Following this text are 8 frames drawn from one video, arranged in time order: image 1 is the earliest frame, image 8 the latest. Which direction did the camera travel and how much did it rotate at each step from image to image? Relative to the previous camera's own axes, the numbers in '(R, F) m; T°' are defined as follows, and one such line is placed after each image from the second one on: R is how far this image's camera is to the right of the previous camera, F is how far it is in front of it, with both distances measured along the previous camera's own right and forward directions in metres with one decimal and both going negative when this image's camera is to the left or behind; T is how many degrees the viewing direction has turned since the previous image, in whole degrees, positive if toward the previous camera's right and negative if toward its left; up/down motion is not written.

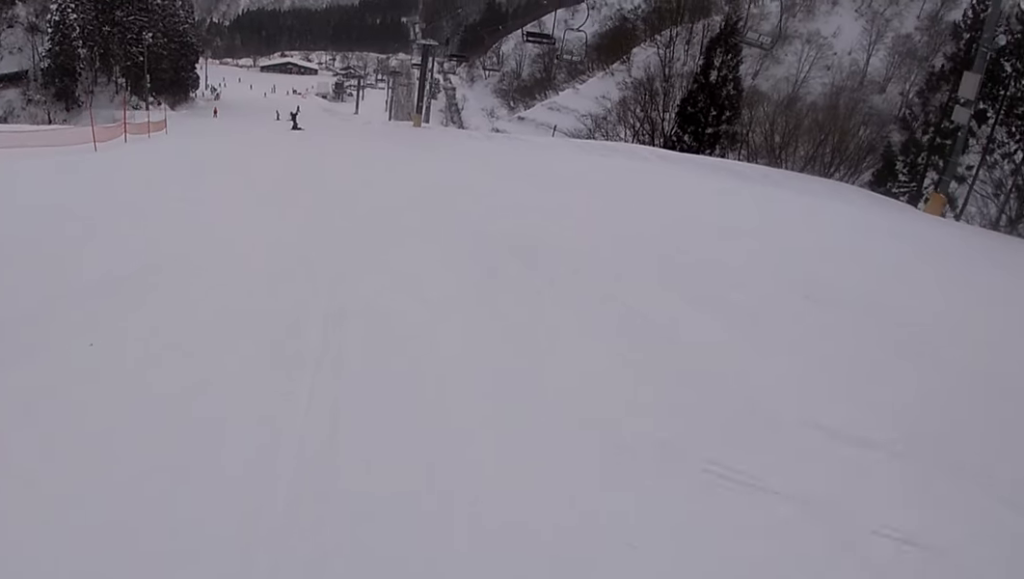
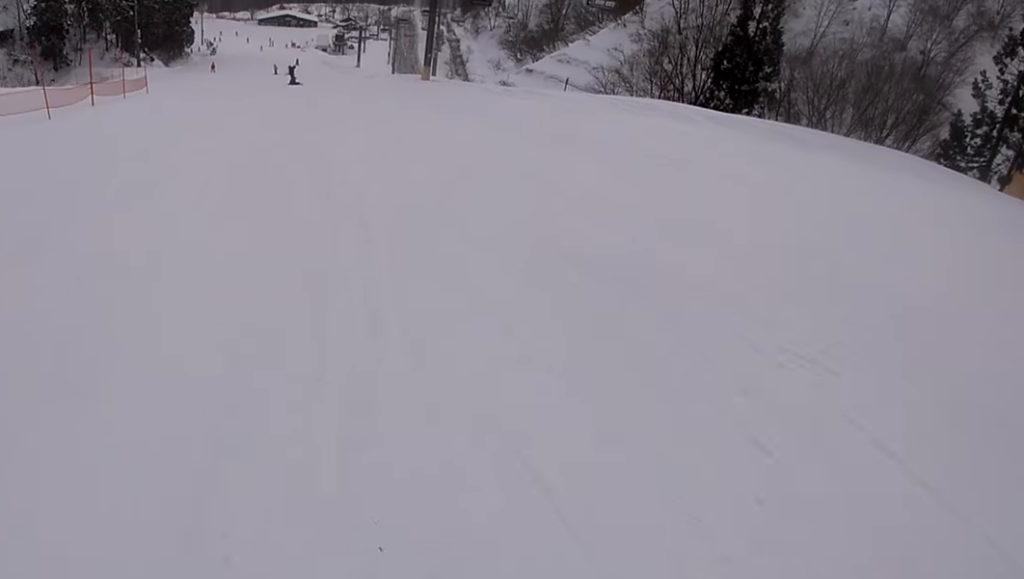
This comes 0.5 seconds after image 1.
(-0.3, +3.8) m; +4°
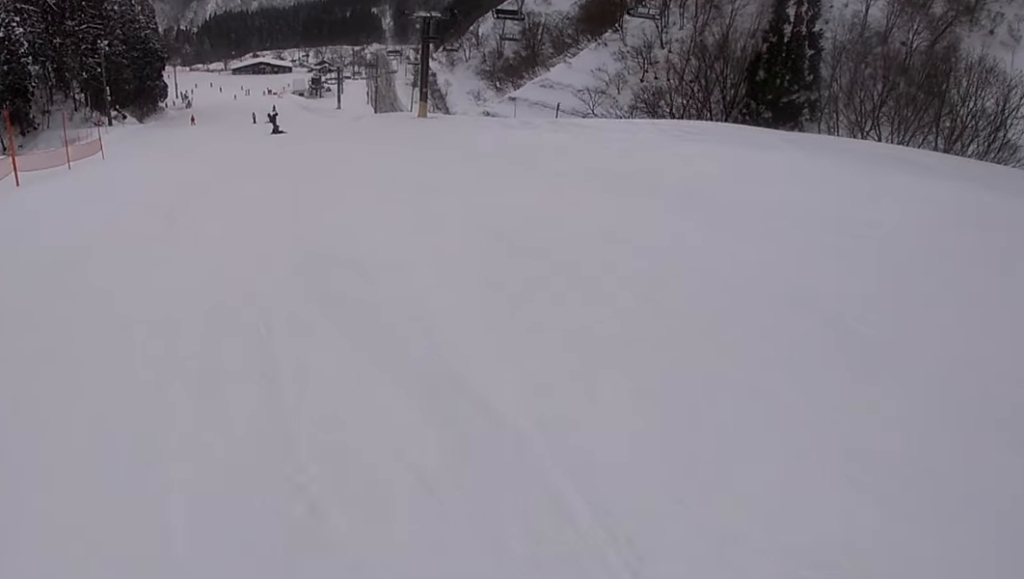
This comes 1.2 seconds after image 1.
(+0.3, +6.2) m; +3°
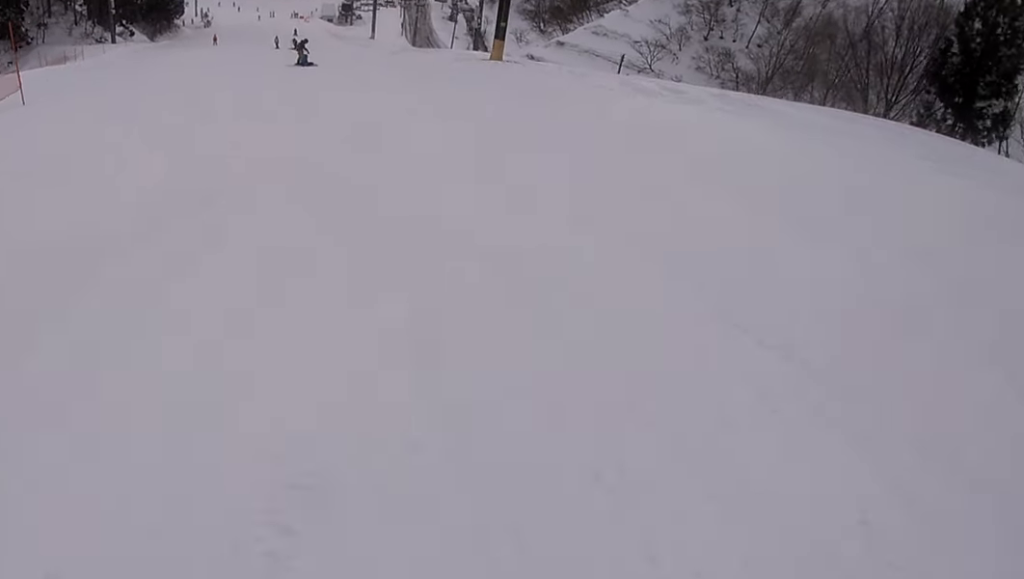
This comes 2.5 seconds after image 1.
(+0.1, +10.3) m; -4°
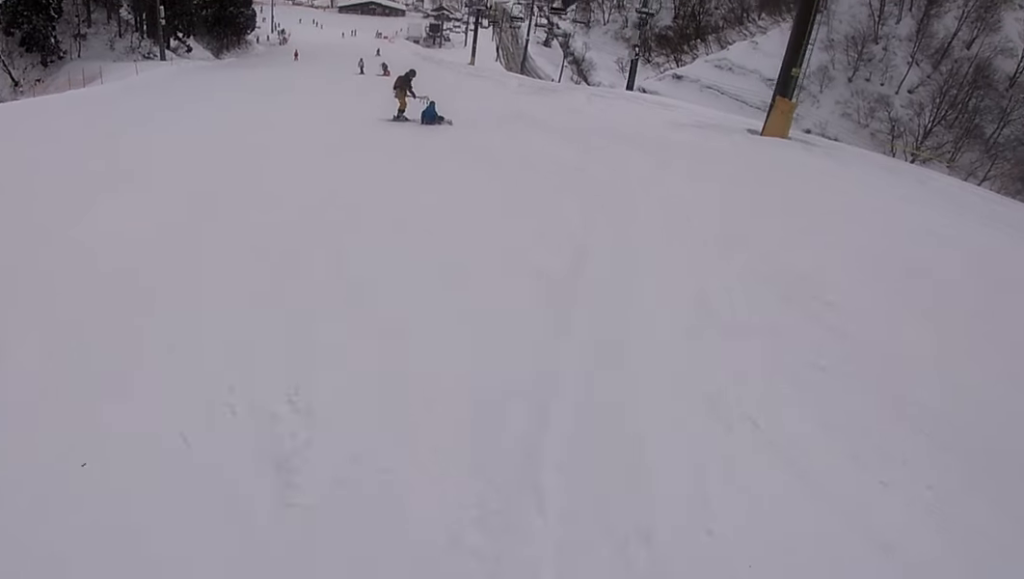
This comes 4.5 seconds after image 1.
(+0.2, +17.9) m; +1°
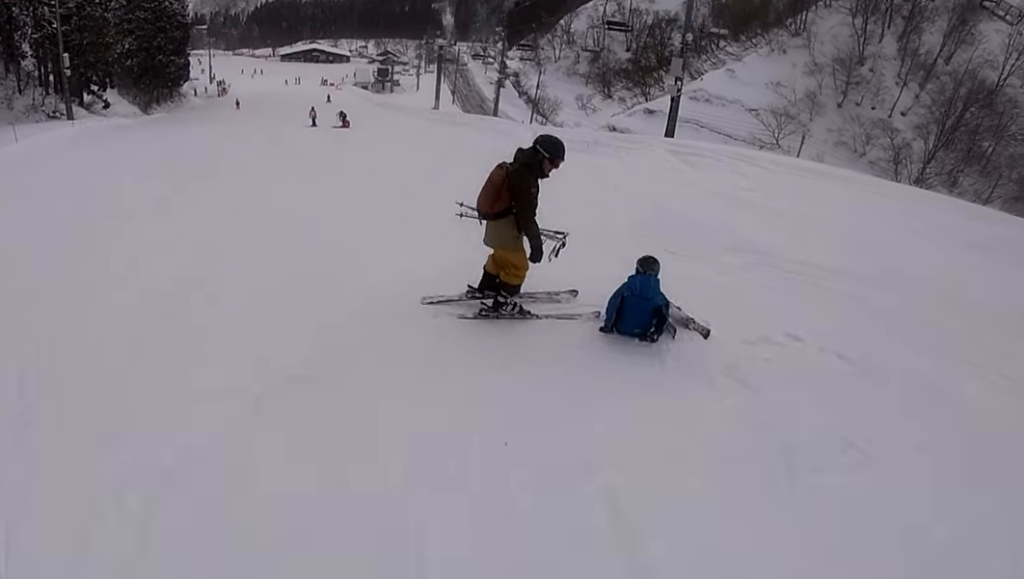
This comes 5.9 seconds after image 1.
(-0.9, +13.4) m; -7°
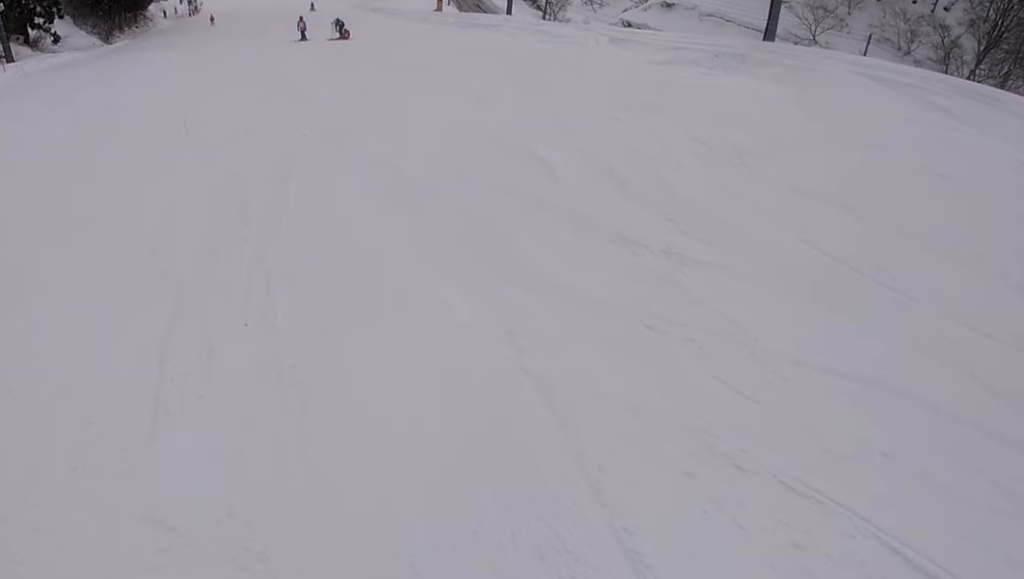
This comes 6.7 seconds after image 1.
(0.0, +8.3) m; +4°
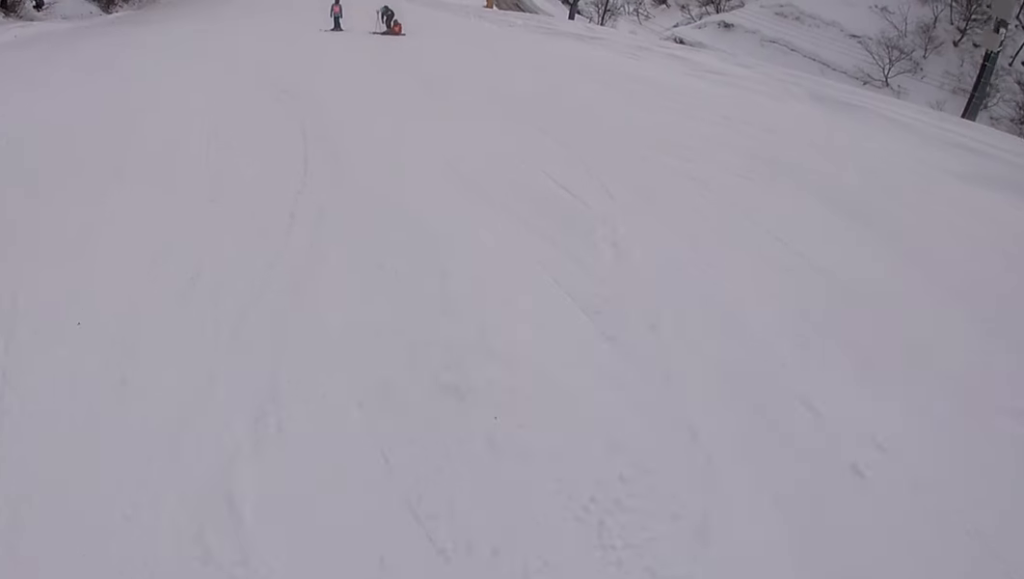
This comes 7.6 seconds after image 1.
(+0.7, +9.6) m; -1°
